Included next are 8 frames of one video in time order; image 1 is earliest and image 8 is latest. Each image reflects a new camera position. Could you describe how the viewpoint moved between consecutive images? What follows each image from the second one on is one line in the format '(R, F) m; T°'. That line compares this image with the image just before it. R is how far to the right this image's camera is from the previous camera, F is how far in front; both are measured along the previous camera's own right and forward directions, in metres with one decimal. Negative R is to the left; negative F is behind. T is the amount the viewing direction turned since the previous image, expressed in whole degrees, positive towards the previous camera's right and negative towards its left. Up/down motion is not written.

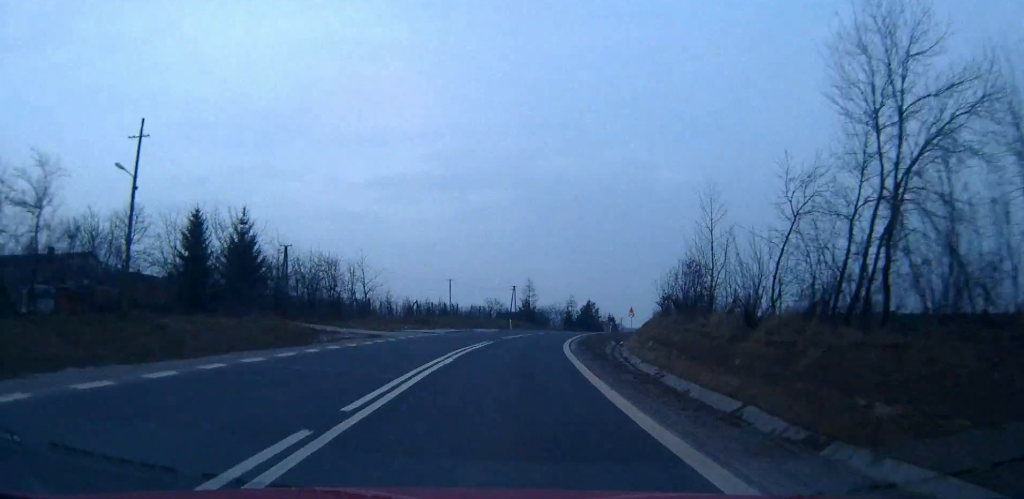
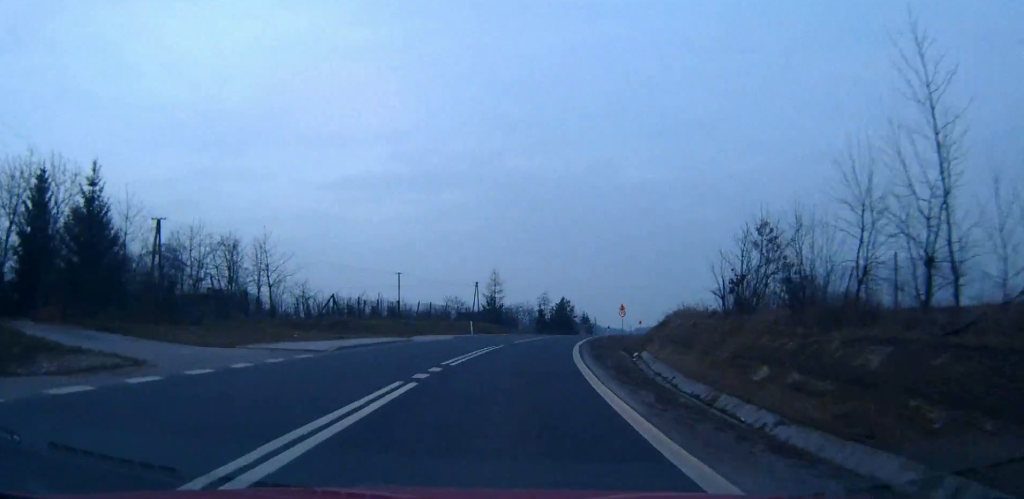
(+0.3, +21.0) m; +2°
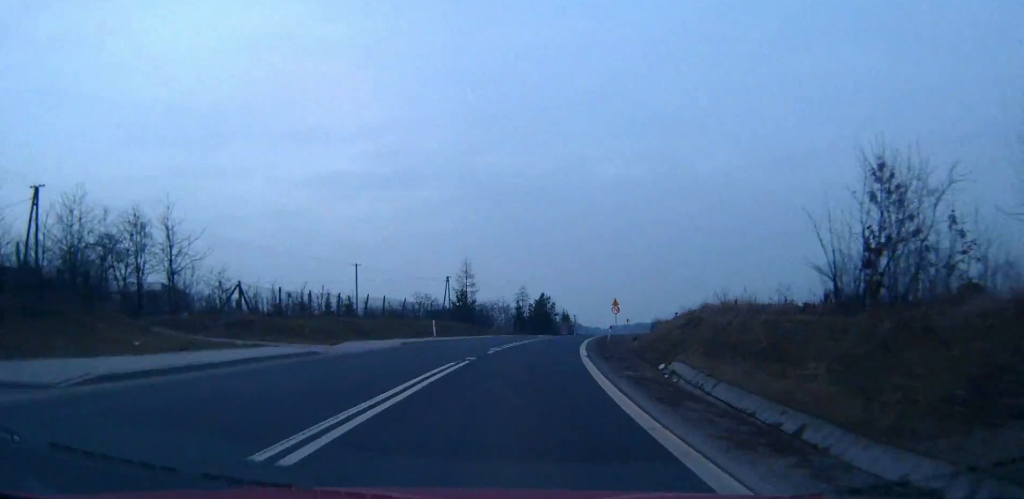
(+0.1, +13.0) m; +2°
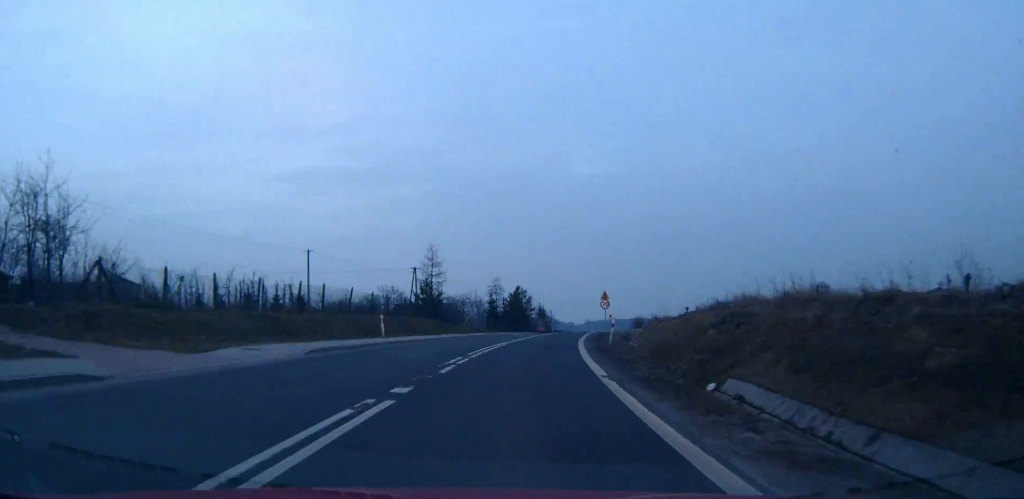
(+0.2, +10.6) m; +2°
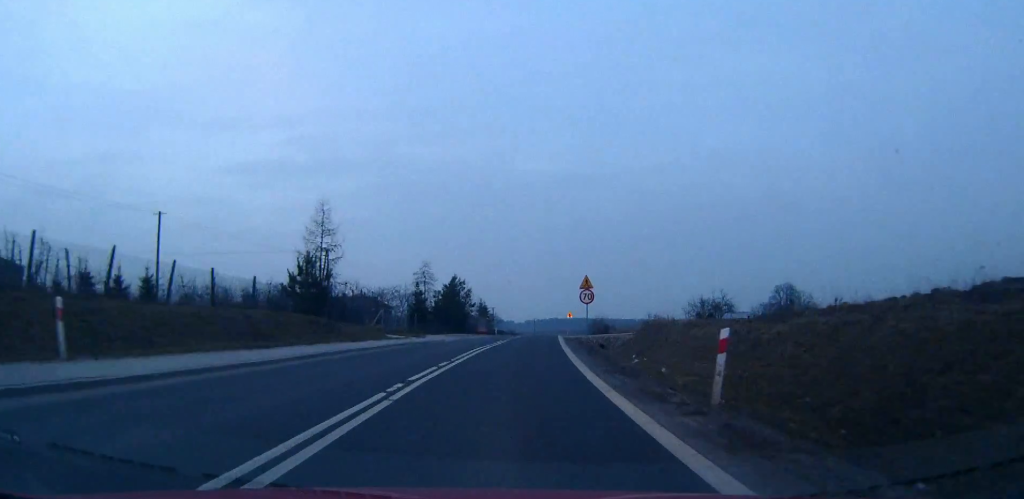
(+0.8, +23.9) m; +4°
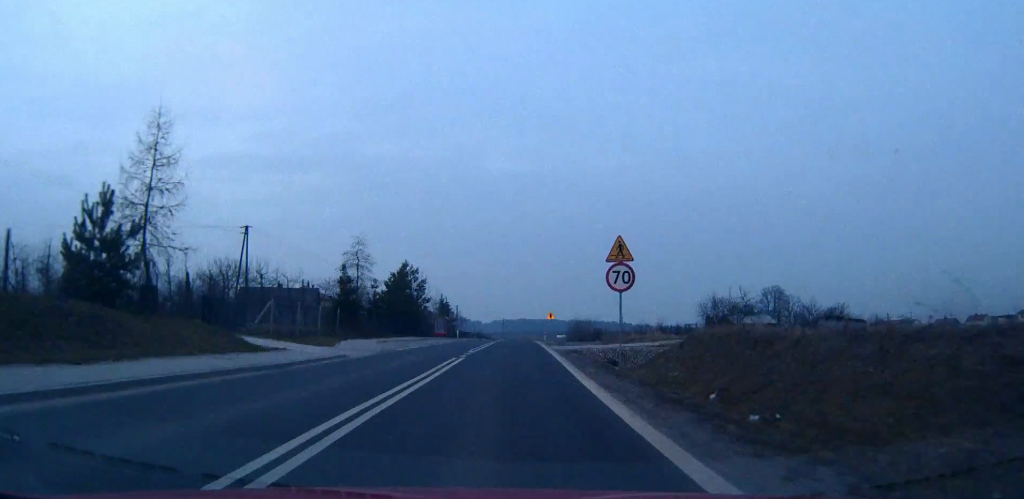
(+0.6, +20.4) m; +3°
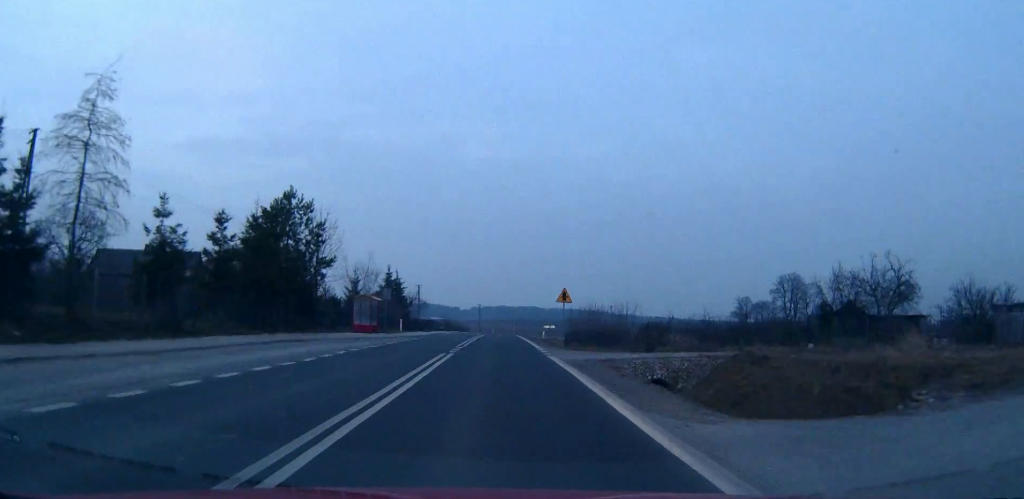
(+1.1, +35.4) m; +2°
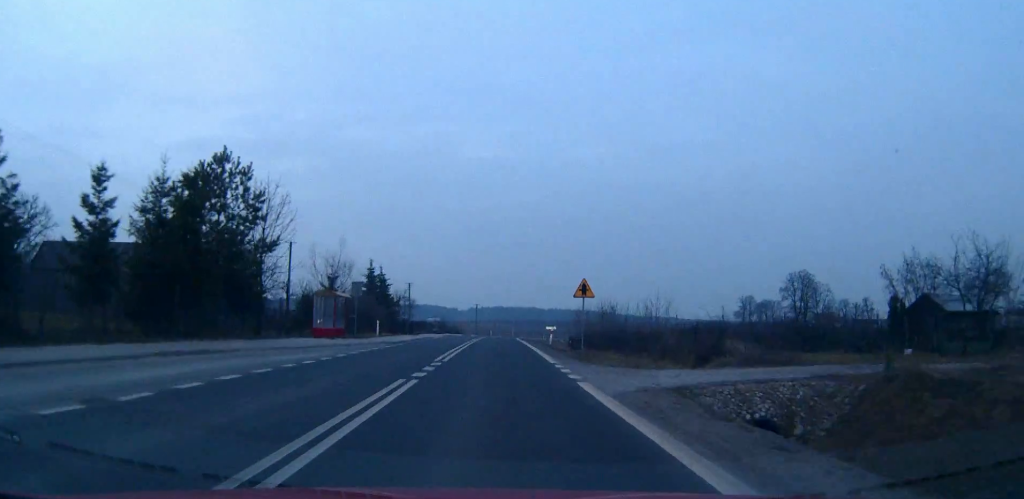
(0.0, +9.8) m; 0°
